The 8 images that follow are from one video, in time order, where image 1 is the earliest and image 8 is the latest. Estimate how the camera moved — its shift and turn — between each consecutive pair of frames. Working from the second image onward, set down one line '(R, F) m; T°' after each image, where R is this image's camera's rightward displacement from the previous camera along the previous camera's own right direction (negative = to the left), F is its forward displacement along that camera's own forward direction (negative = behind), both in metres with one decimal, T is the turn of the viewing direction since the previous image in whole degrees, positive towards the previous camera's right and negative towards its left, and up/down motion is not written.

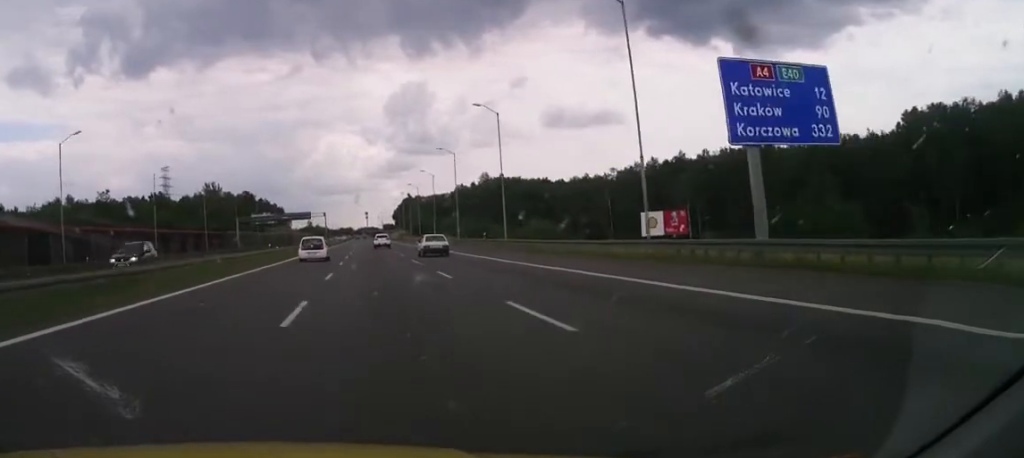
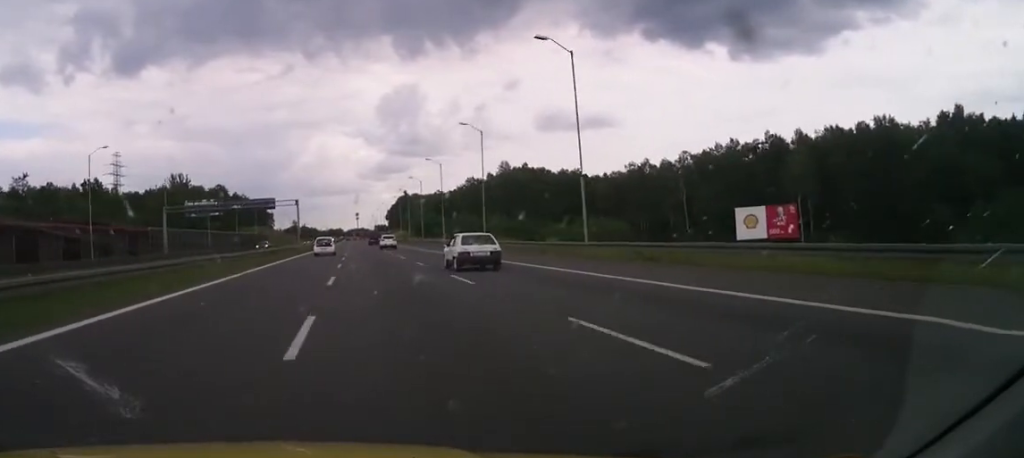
(+0.2, +49.8) m; 0°
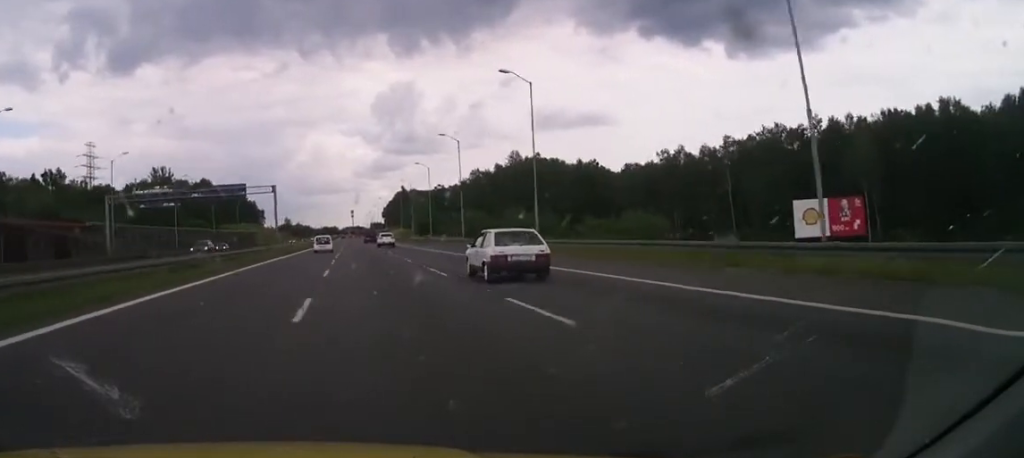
(-0.3, +20.2) m; 0°
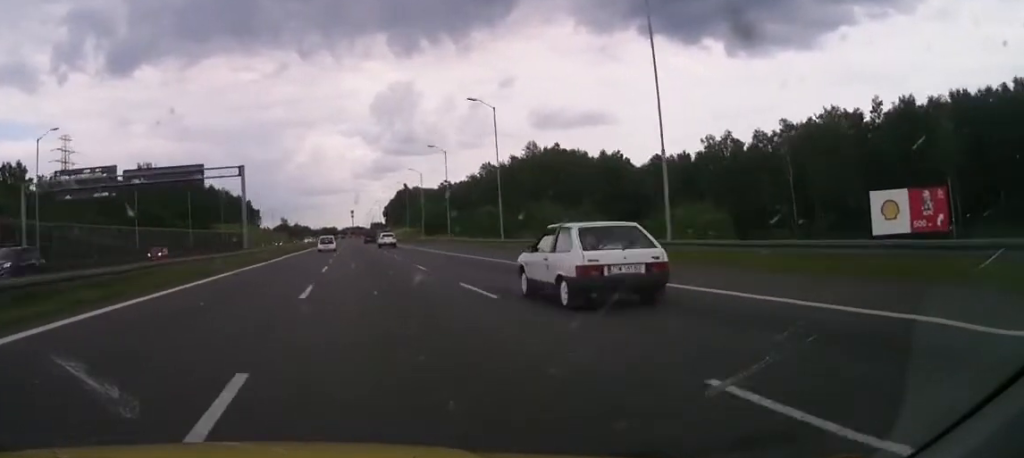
(+0.1, +19.4) m; 0°
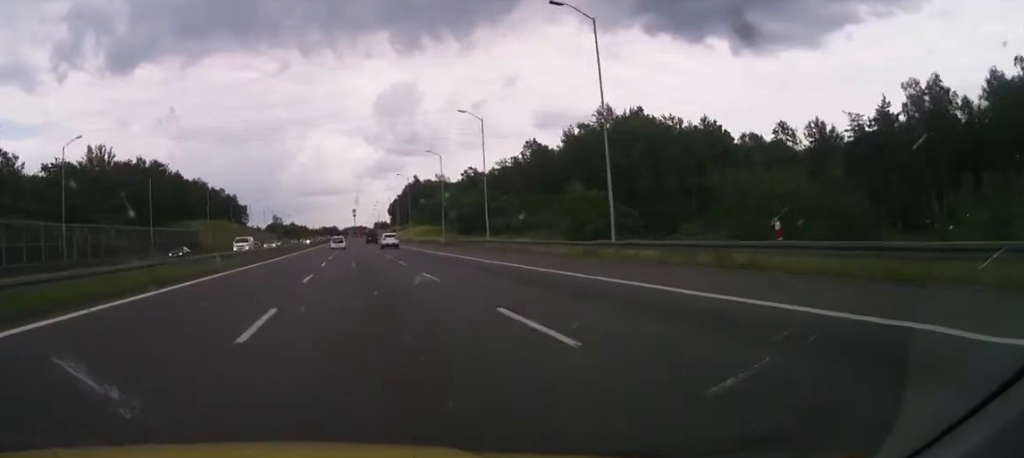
(+0.5, +52.9) m; 0°
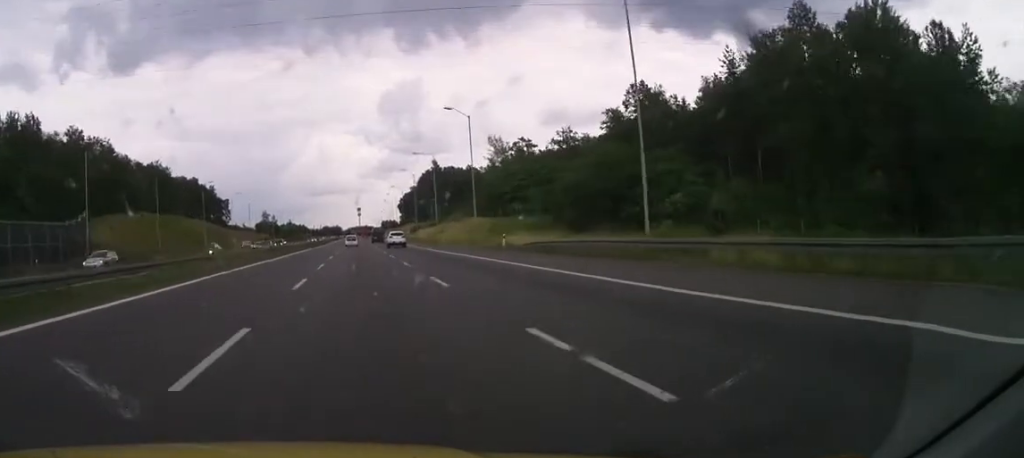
(+0.7, +62.4) m; +1°
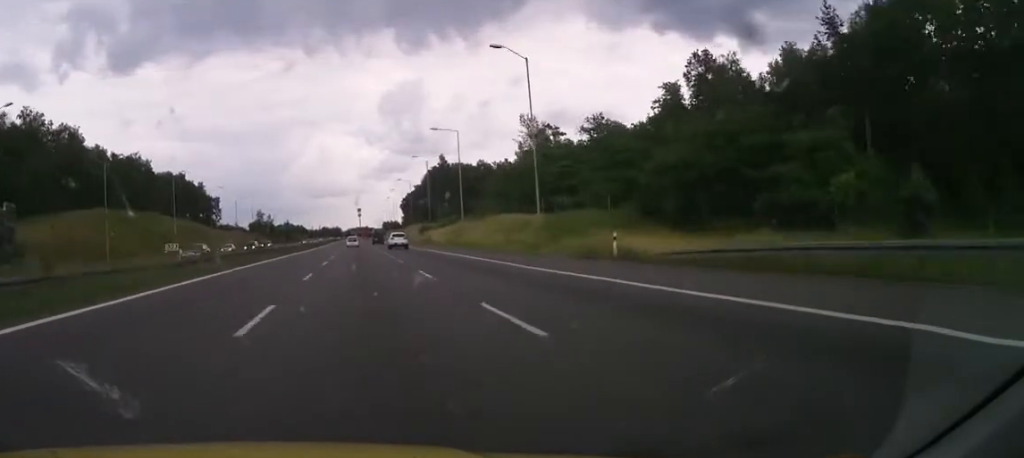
(-0.1, +20.7) m; 0°
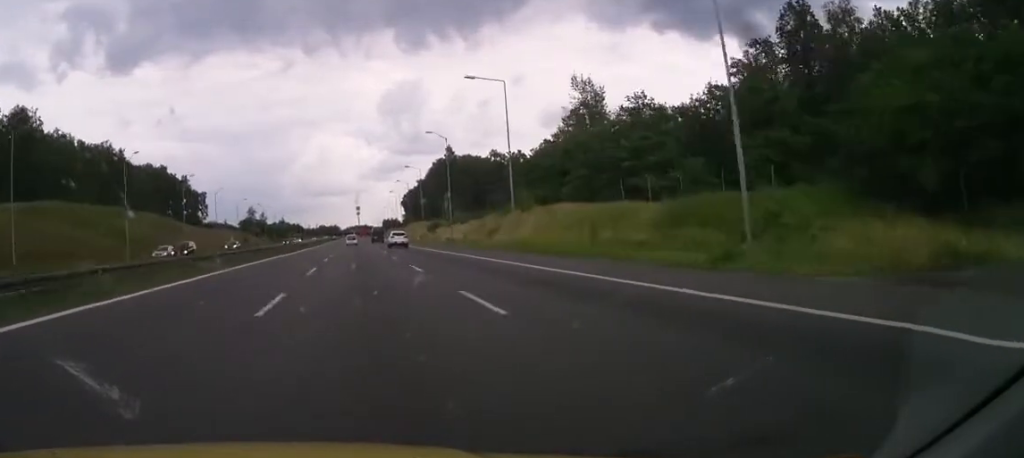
(-0.2, +21.9) m; 0°
